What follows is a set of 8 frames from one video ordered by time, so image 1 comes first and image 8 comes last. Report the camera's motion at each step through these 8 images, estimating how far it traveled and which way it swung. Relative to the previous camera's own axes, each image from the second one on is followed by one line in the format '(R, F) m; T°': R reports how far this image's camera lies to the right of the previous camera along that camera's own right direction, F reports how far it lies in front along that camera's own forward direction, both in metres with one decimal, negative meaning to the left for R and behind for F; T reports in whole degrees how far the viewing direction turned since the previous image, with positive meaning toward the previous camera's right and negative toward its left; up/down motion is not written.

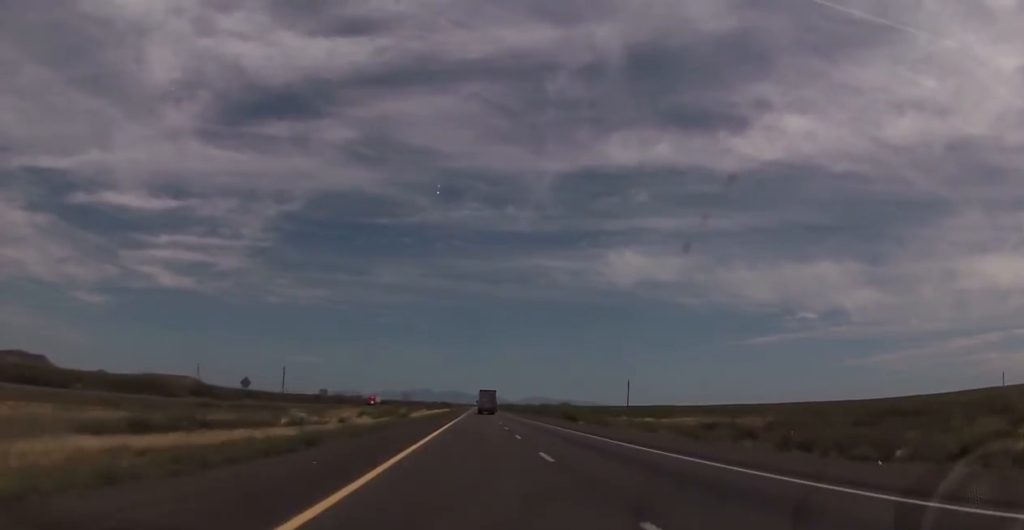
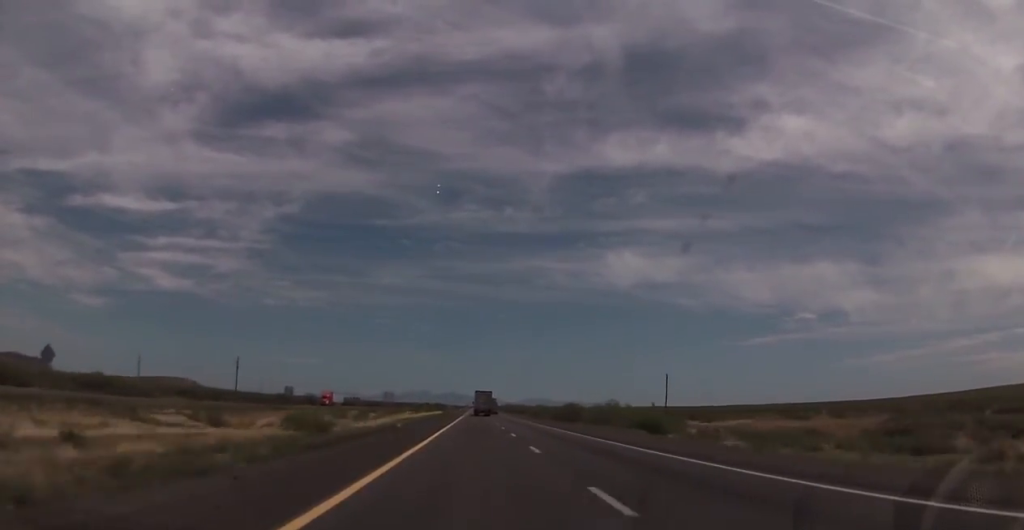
(-0.6, +45.4) m; -1°
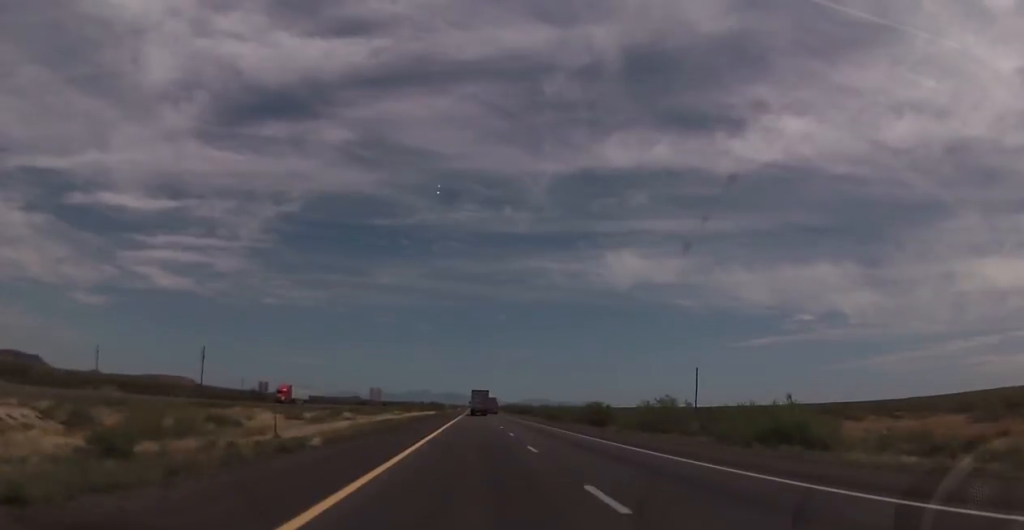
(+0.1, +24.2) m; 0°
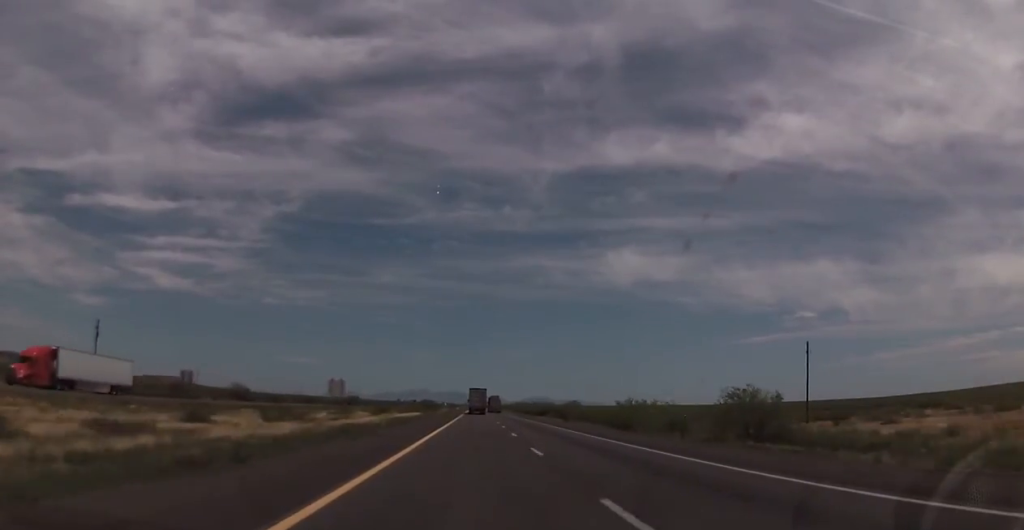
(+0.4, +50.6) m; 0°
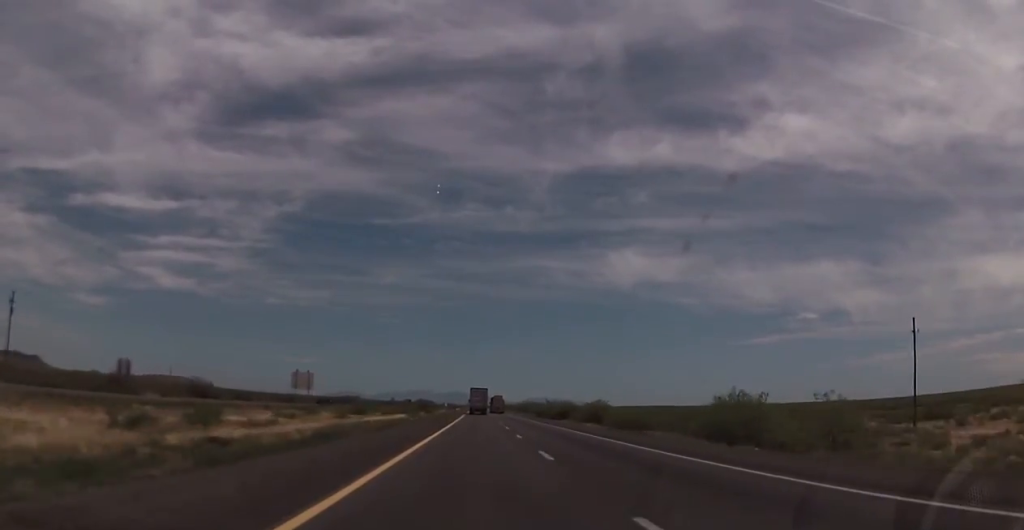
(0.0, +26.1) m; 0°
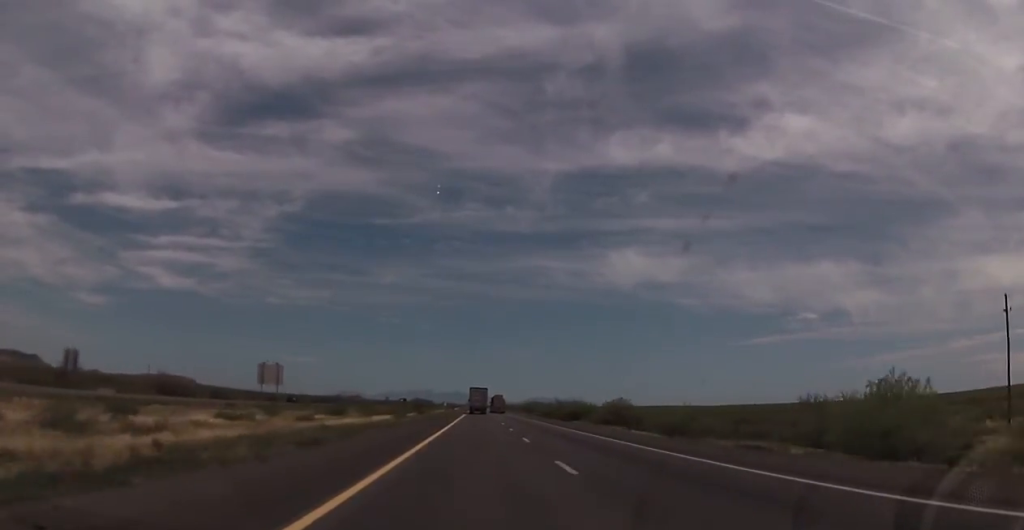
(0.0, +15.9) m; 0°
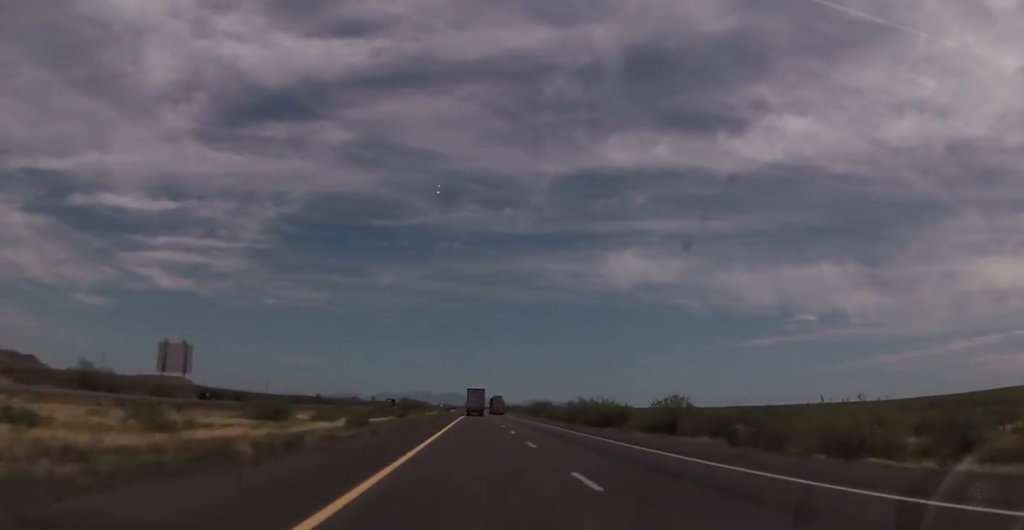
(+0.1, +27.2) m; -1°
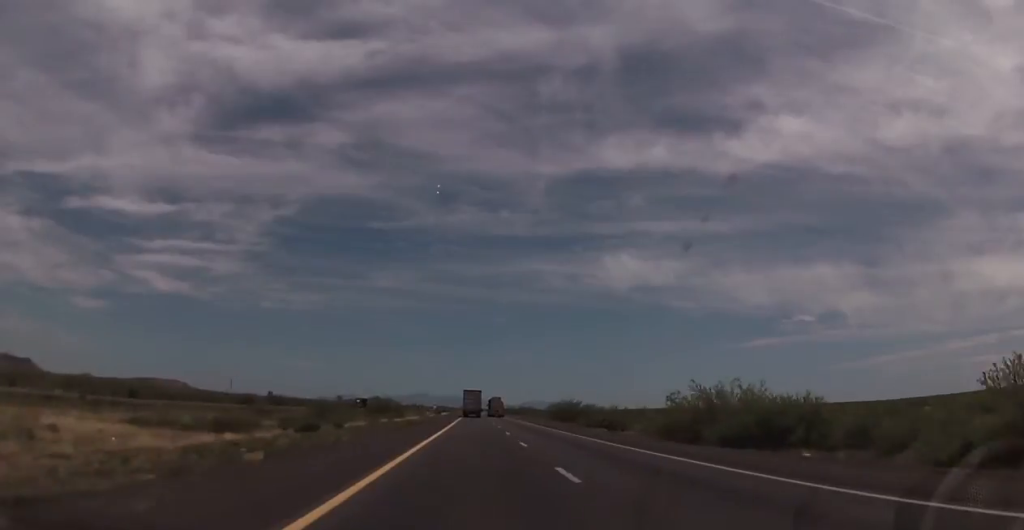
(-0.4, +47.6) m; 0°
